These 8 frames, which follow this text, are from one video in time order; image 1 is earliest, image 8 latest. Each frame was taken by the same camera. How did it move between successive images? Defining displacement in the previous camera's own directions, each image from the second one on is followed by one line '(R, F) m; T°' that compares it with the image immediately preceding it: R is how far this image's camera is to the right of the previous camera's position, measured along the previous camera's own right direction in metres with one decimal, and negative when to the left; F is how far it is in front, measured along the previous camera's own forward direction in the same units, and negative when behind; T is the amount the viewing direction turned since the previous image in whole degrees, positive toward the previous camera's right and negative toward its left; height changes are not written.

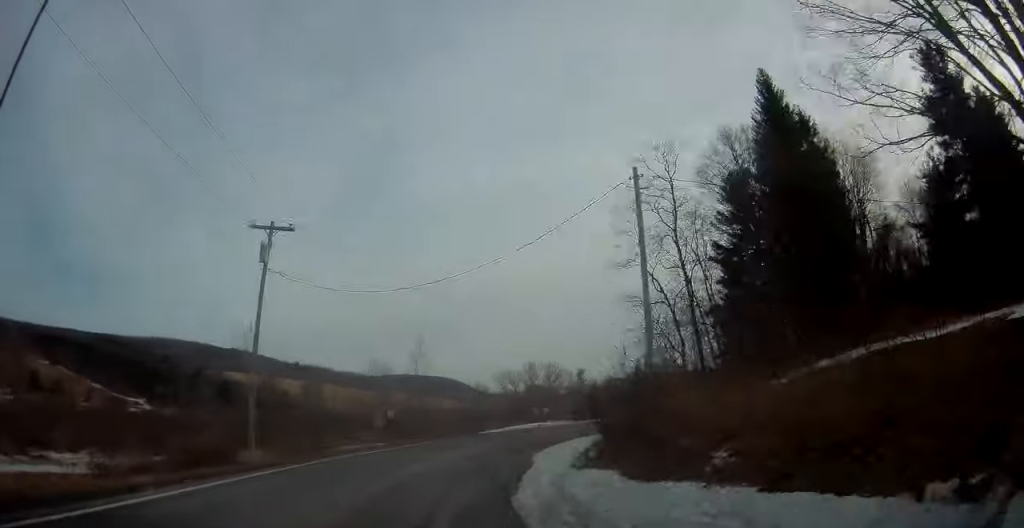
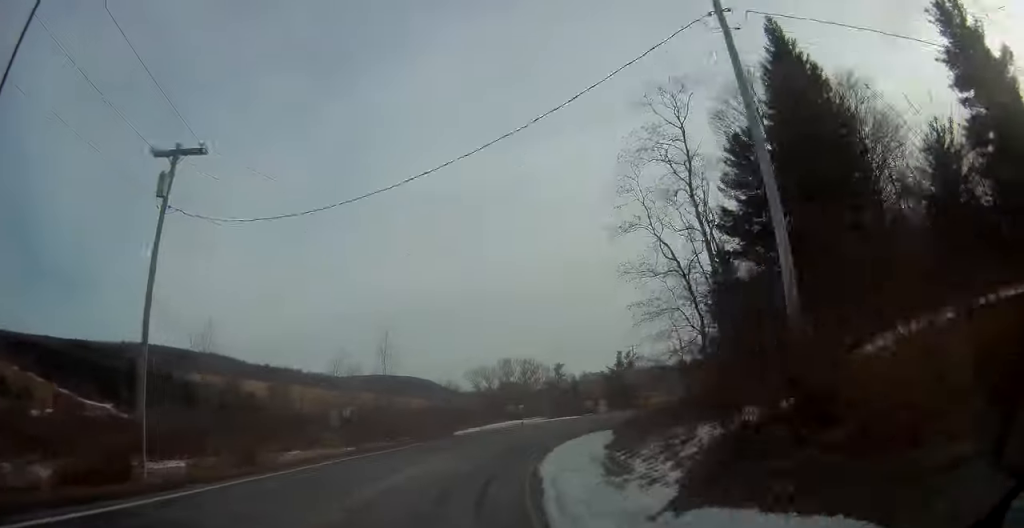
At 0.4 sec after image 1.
(+0.3, +8.2) m; +3°
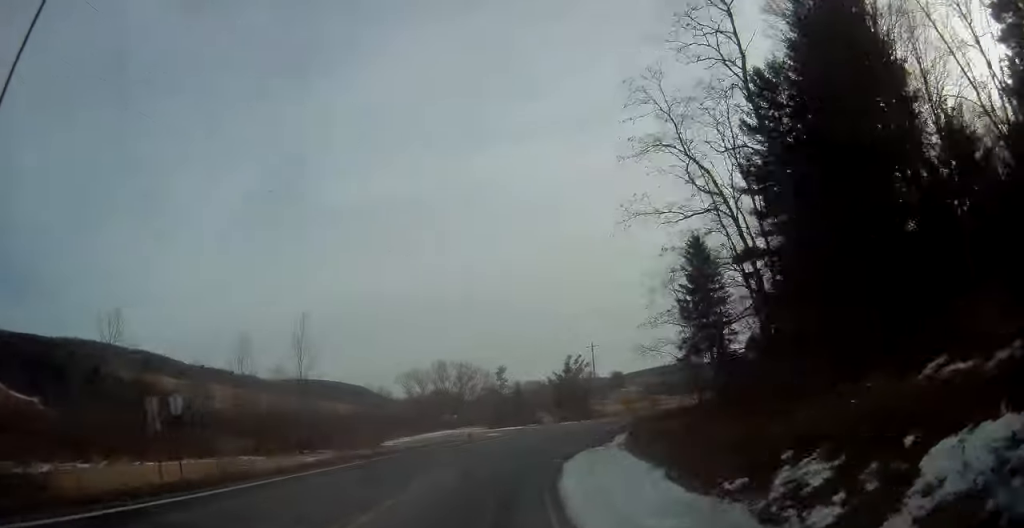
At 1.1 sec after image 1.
(+0.6, +14.1) m; +6°
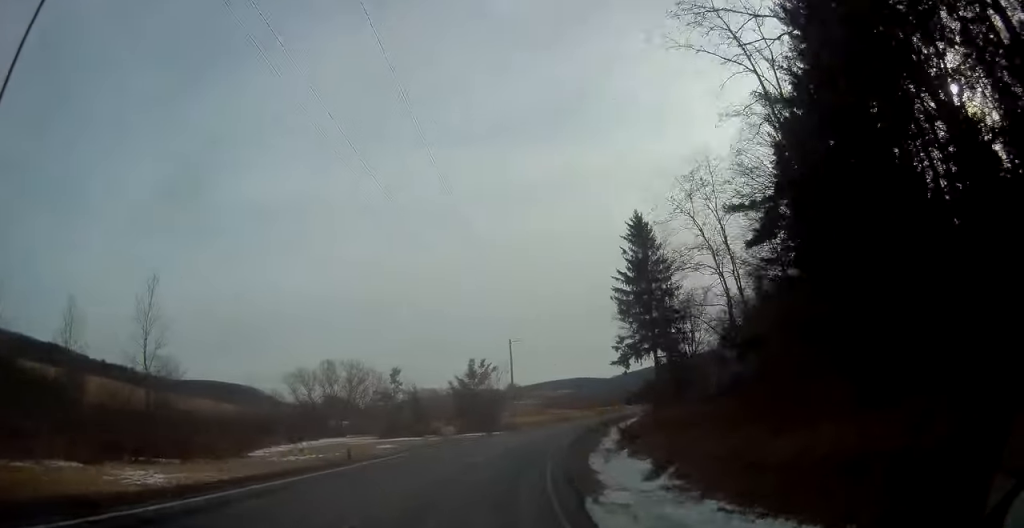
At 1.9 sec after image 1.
(+0.8, +16.3) m; +8°
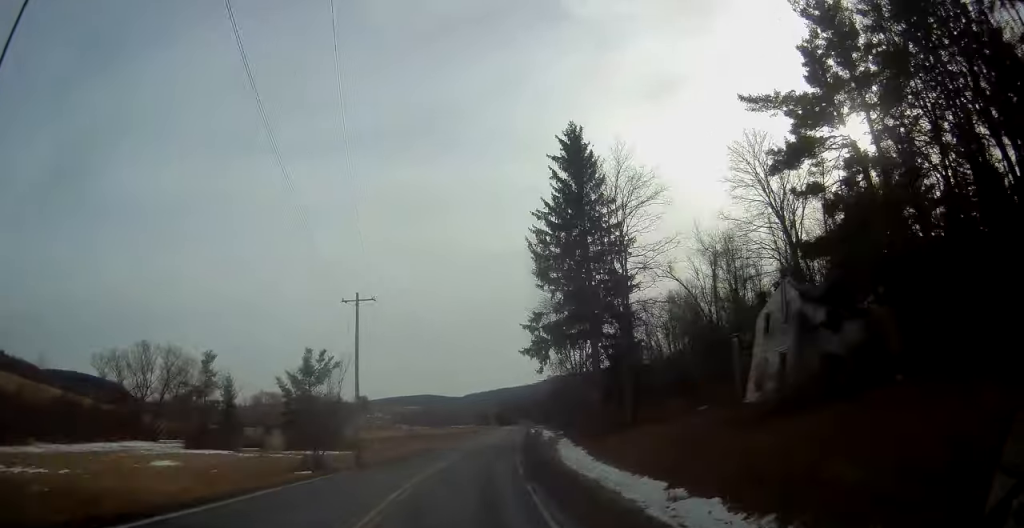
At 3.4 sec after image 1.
(+4.3, +28.2) m; +14°
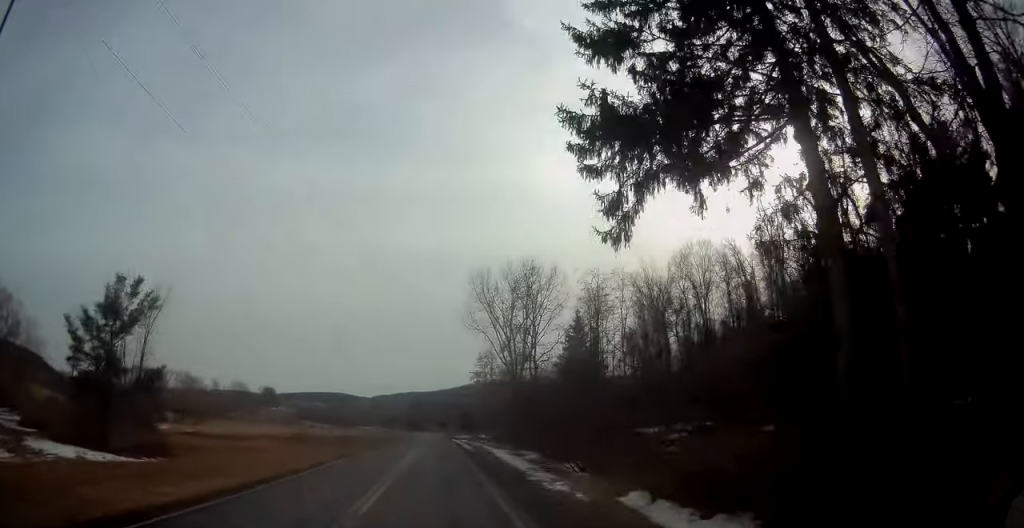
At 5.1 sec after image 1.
(+3.6, +35.3) m; +10°
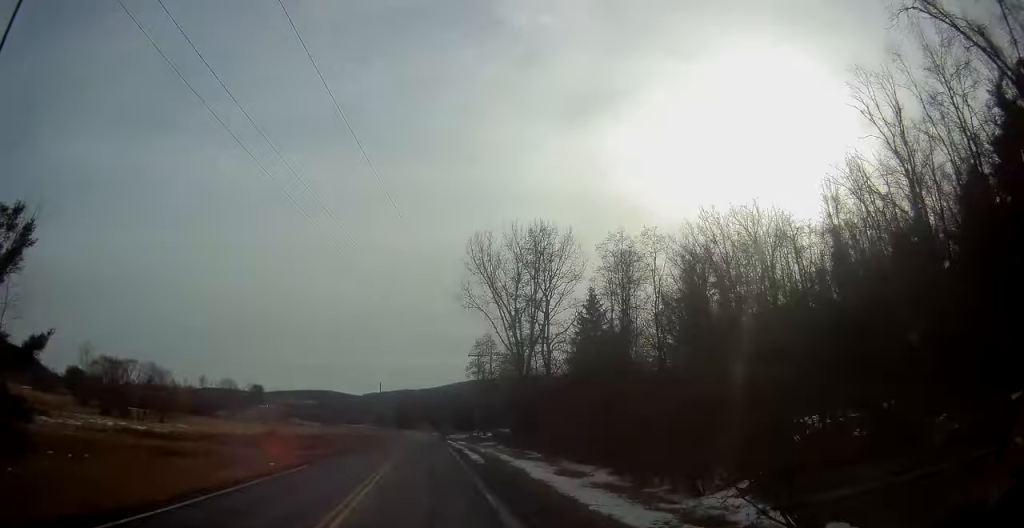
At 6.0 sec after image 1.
(+0.6, +17.9) m; +2°
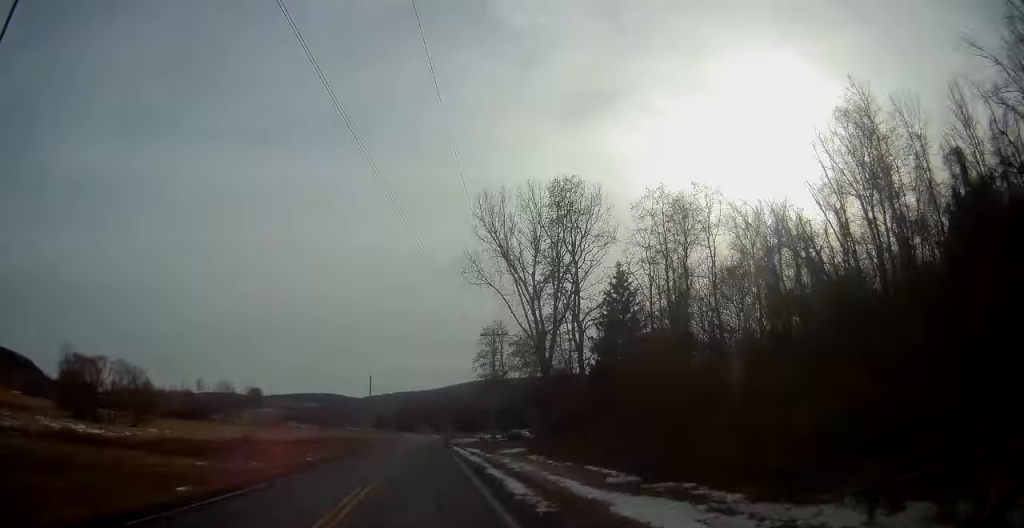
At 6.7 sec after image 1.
(+0.2, +16.1) m; 0°
